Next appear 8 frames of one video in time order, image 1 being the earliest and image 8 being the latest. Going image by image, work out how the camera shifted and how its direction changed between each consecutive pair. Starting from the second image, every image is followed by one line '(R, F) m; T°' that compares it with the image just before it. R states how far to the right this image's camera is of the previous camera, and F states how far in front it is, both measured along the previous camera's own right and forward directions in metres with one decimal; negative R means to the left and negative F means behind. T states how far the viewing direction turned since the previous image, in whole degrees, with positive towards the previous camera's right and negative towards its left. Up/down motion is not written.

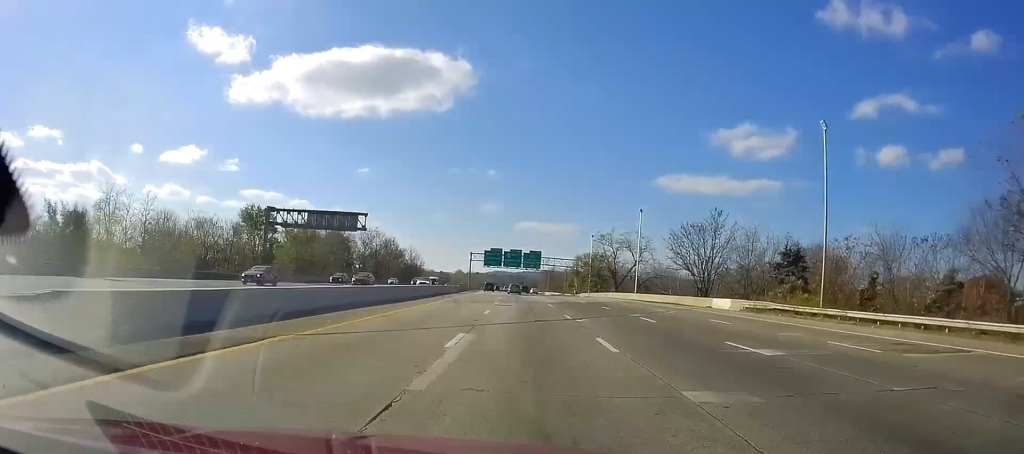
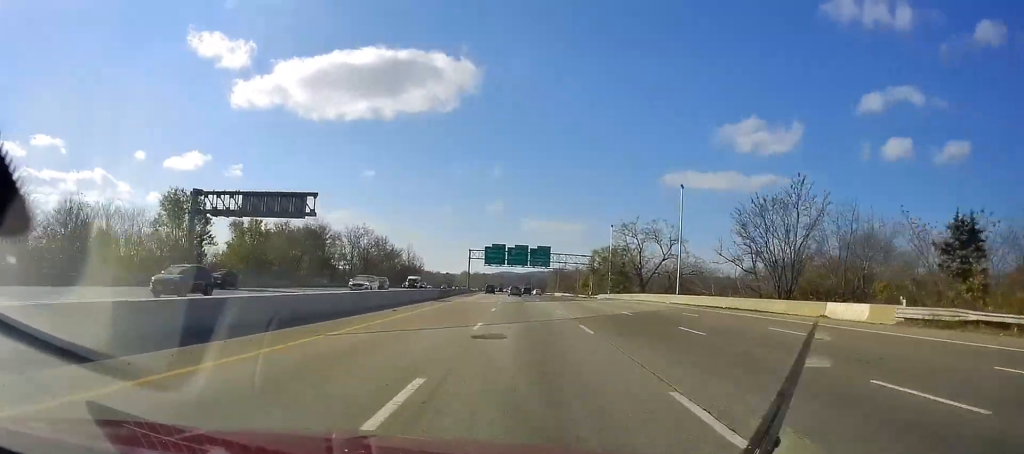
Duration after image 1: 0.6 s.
(0.0, +19.8) m; -1°
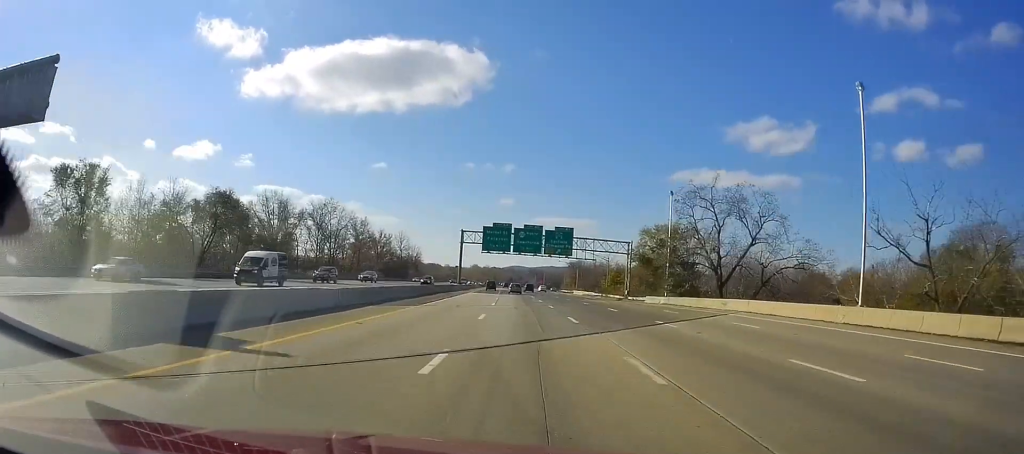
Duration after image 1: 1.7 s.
(-0.6, +35.4) m; -2°
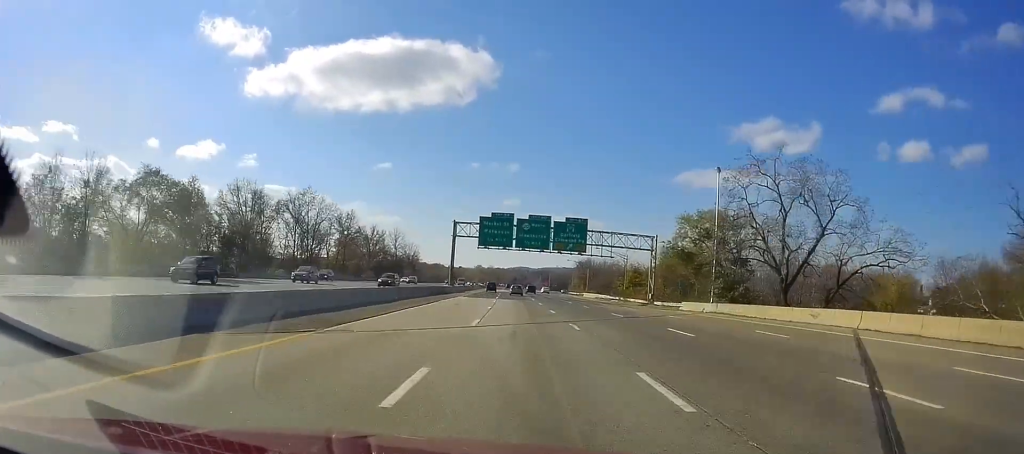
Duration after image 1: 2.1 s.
(-0.2, +15.6) m; -1°
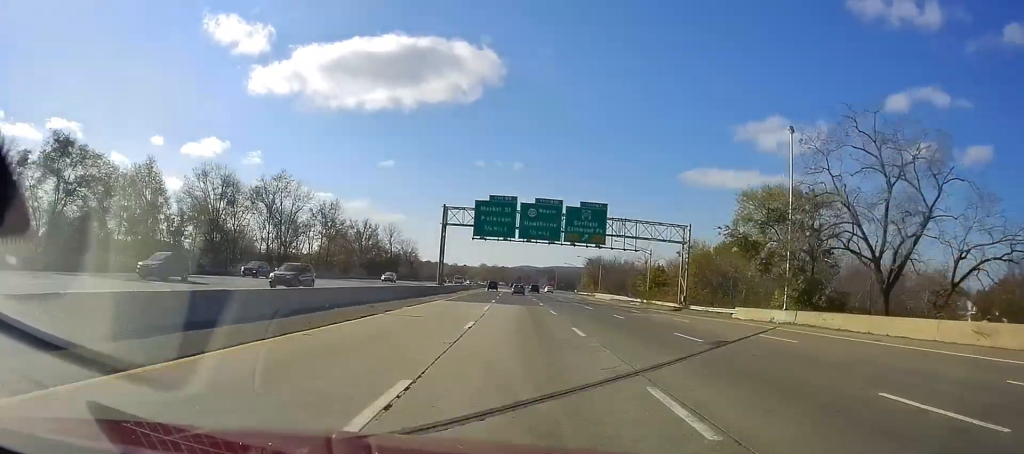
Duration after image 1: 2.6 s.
(-0.1, +14.4) m; 0°
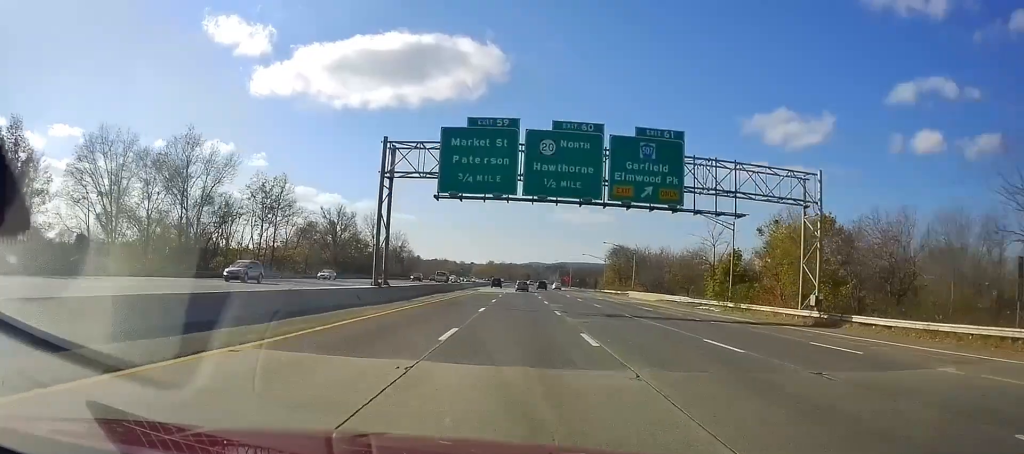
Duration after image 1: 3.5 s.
(-0.1, +29.8) m; 0°
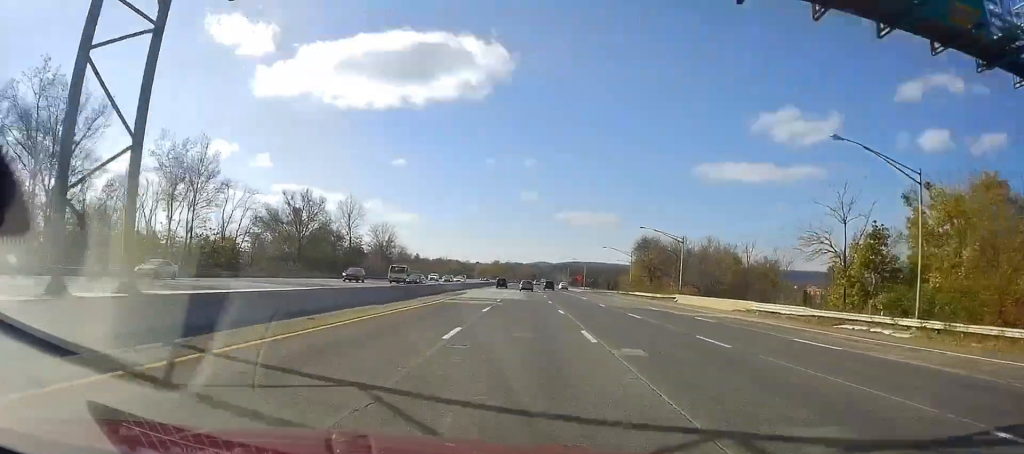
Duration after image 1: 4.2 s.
(+0.2, +25.4) m; -1°
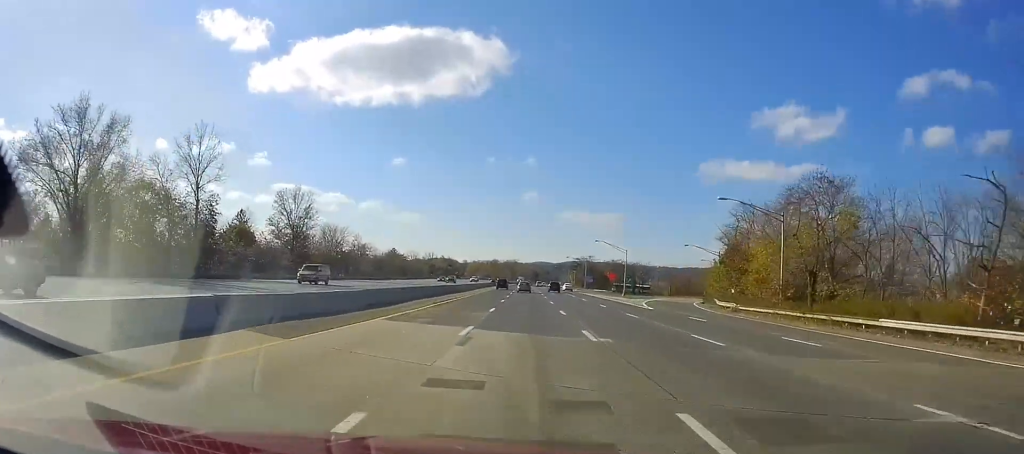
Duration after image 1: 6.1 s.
(-1.8, +63.2) m; -1°
